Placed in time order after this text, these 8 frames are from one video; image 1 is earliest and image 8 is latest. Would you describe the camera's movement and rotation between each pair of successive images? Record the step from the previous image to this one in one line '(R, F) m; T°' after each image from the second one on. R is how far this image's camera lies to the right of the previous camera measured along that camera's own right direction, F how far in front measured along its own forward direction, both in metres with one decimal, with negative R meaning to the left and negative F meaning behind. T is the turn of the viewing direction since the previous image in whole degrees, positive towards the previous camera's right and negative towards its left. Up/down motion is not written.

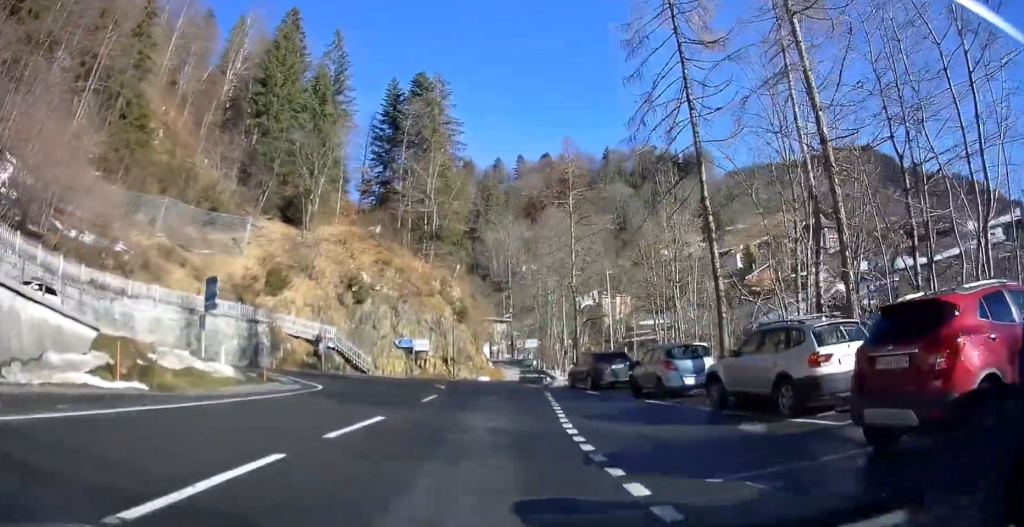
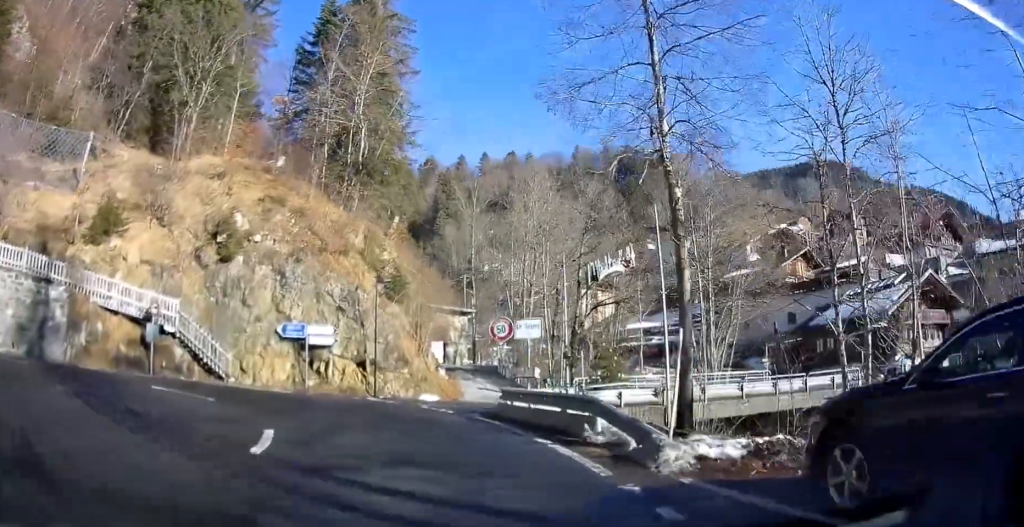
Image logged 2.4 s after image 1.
(+1.7, +20.7) m; +6°
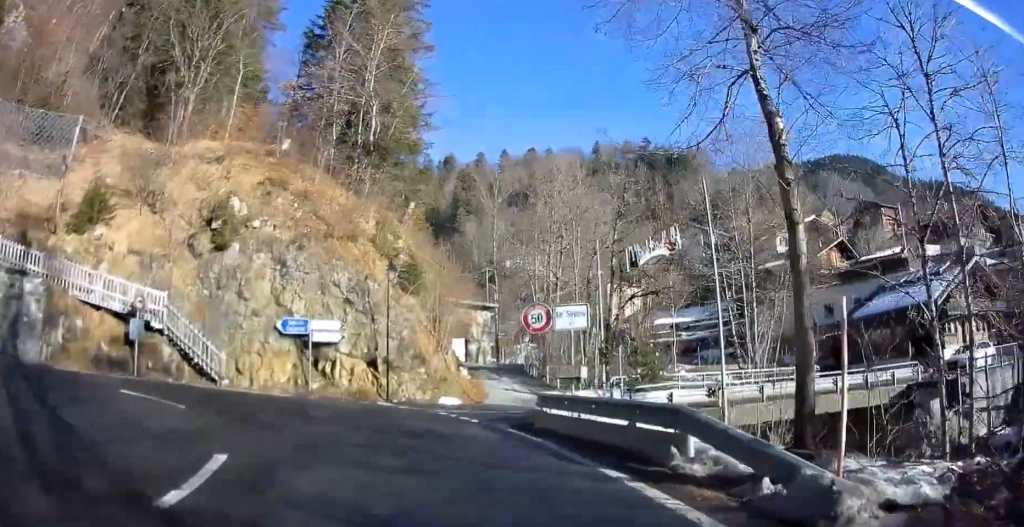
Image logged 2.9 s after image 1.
(0.0, +3.5) m; -3°
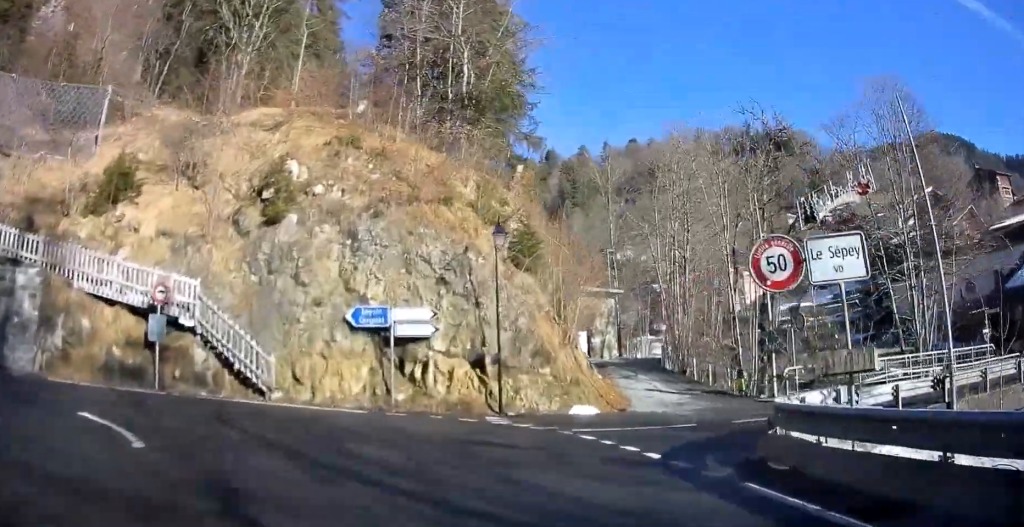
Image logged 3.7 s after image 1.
(-0.4, +6.4) m; -10°
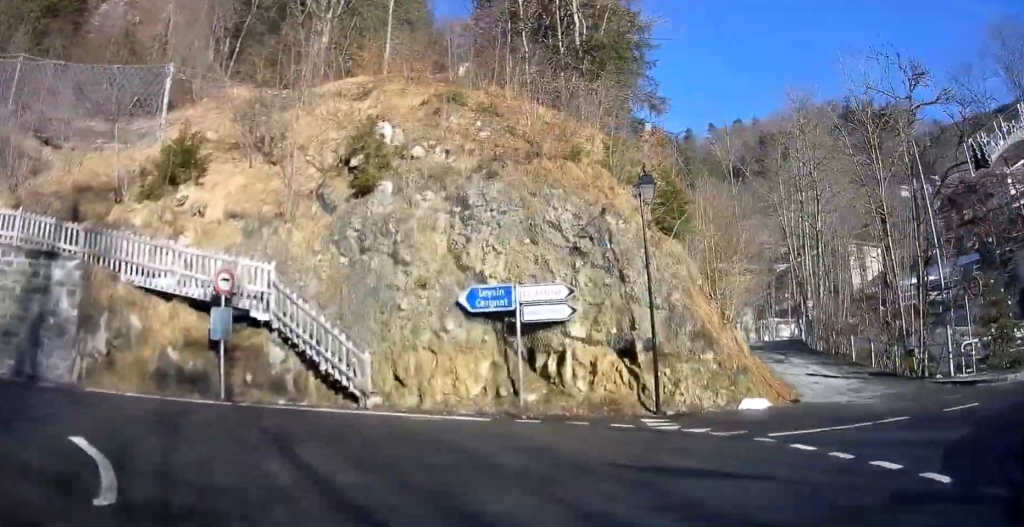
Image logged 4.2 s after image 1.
(-0.5, +3.8) m; -14°
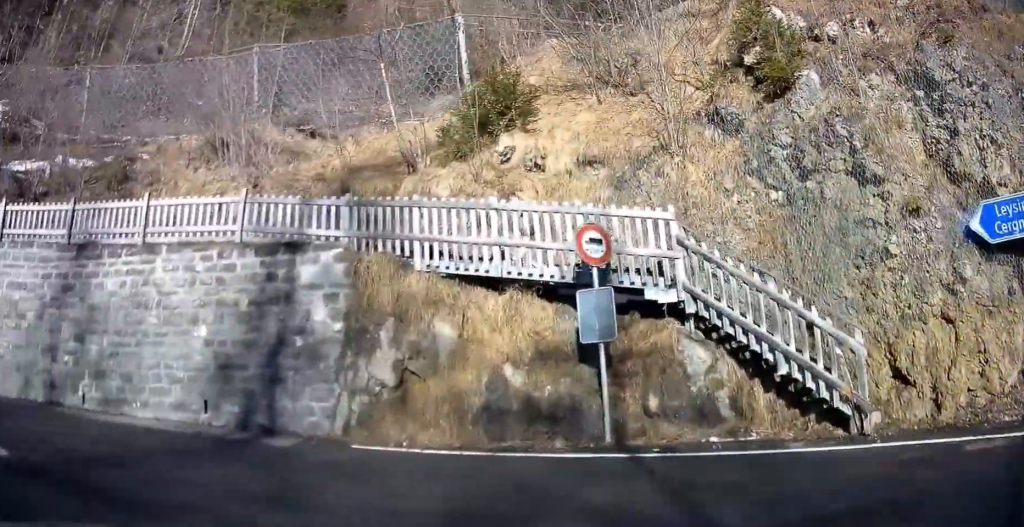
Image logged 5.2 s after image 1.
(-1.5, +6.4) m; -33°
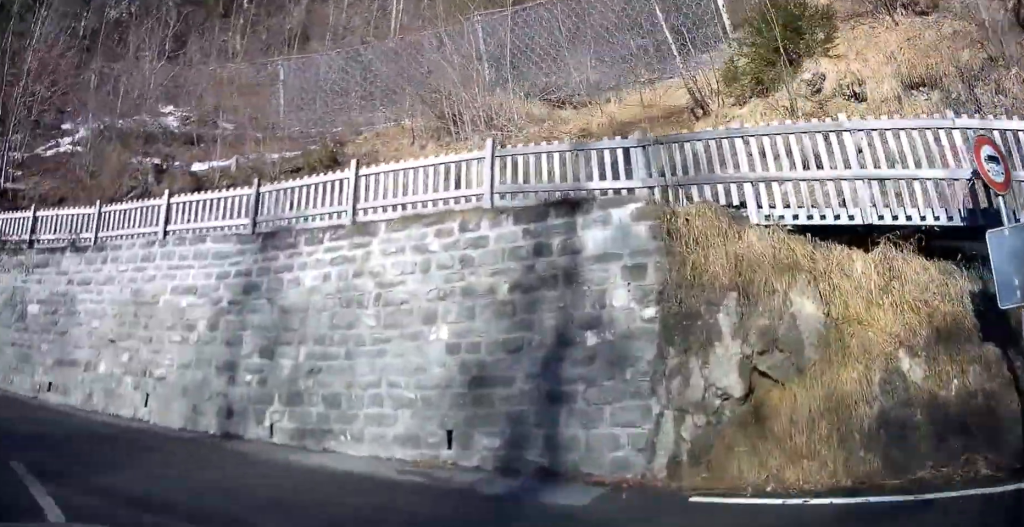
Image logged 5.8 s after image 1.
(-0.2, +3.4) m; -21°
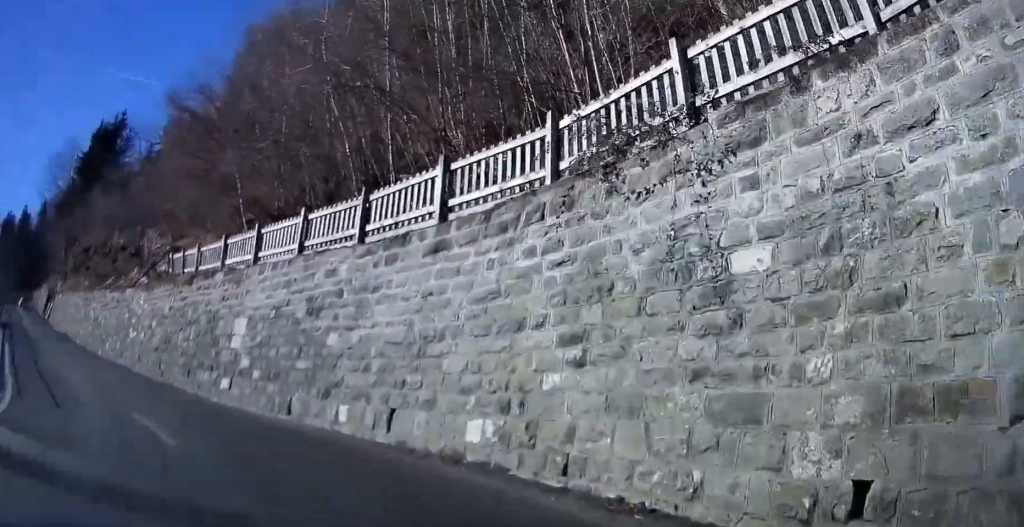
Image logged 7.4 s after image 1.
(-5.8, +8.5) m; -64°
